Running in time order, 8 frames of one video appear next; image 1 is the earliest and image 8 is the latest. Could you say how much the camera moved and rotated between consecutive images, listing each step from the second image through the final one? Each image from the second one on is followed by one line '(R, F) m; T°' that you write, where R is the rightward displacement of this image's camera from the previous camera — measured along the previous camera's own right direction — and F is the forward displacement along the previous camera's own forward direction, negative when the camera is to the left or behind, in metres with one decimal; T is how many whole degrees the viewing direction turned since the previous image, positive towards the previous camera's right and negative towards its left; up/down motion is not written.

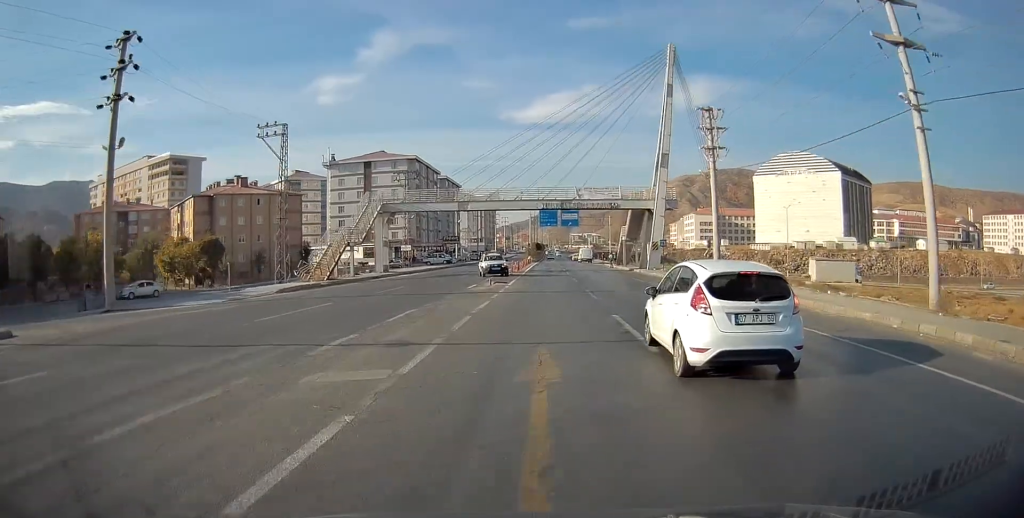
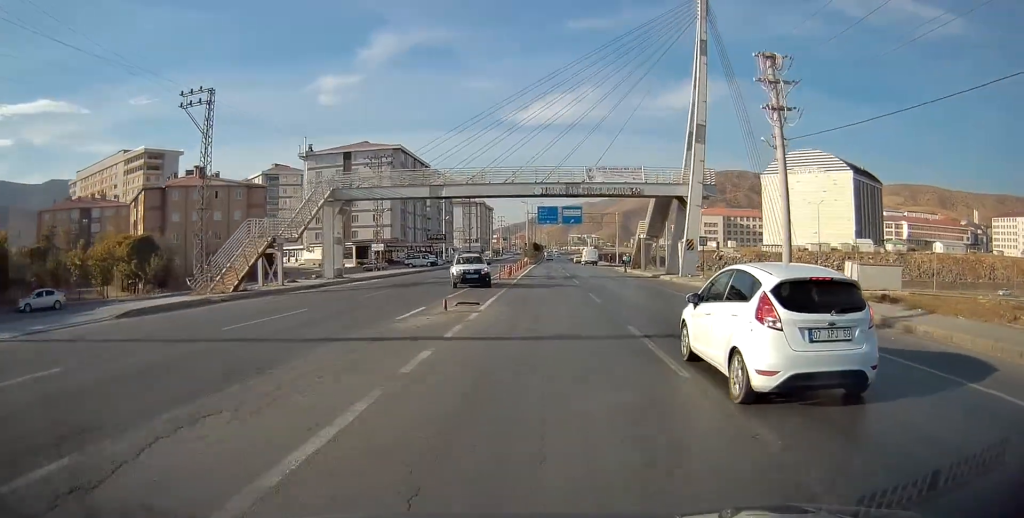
(-0.1, +12.6) m; 0°
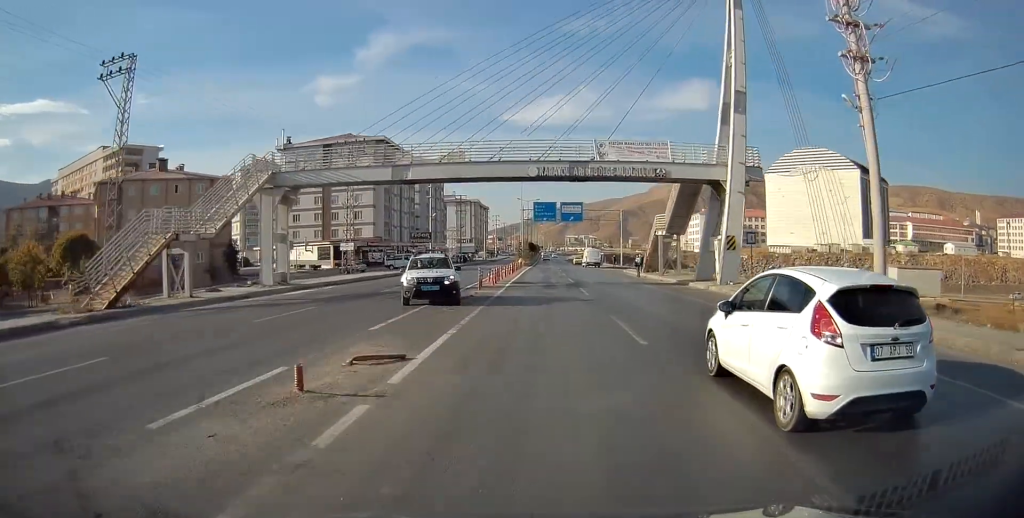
(-0.1, +9.2) m; 0°
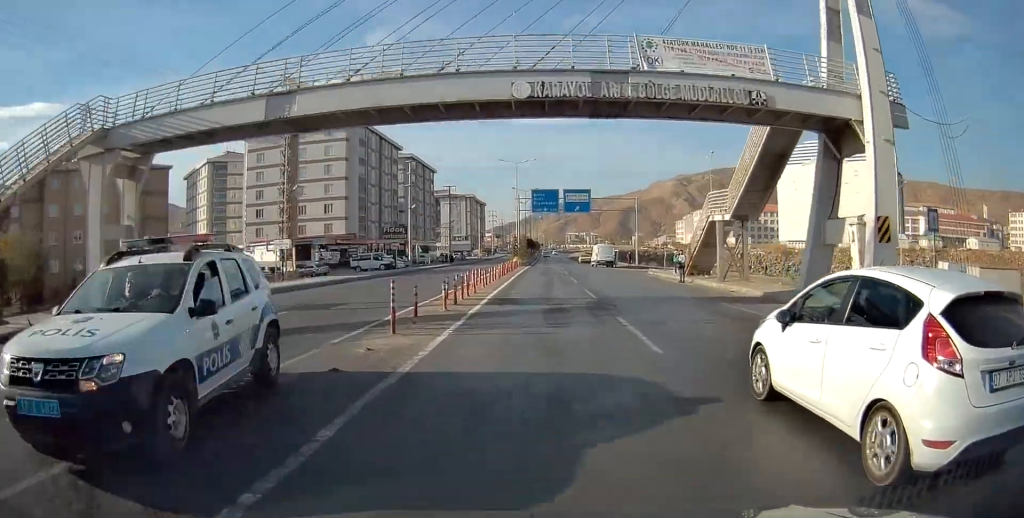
(+0.2, +14.5) m; +1°
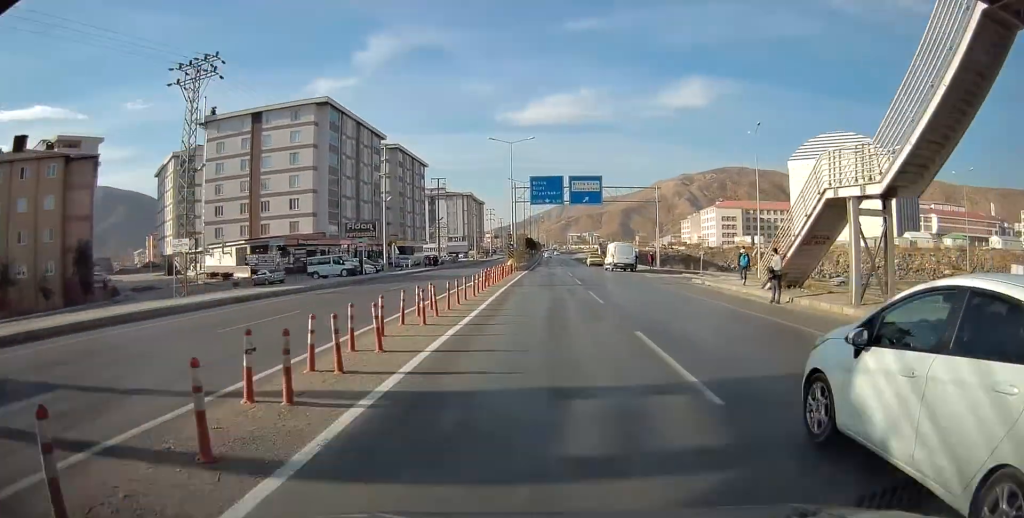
(0.0, +13.0) m; 0°
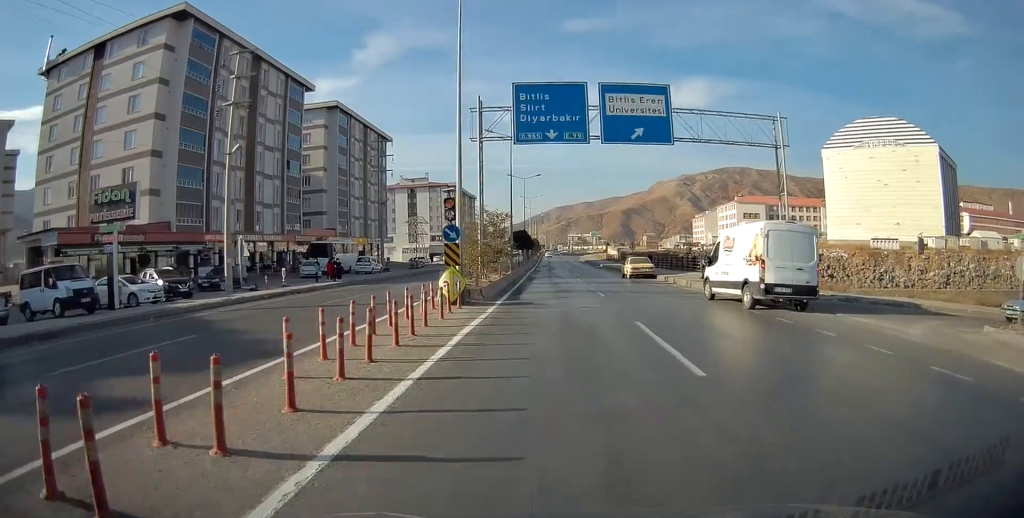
(+0.1, +33.9) m; 0°
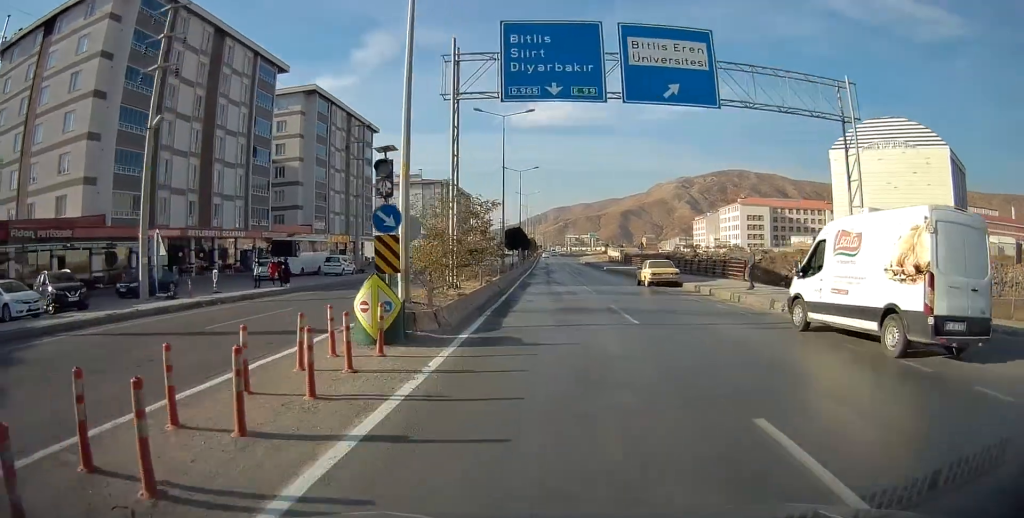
(-0.1, +7.7) m; 0°
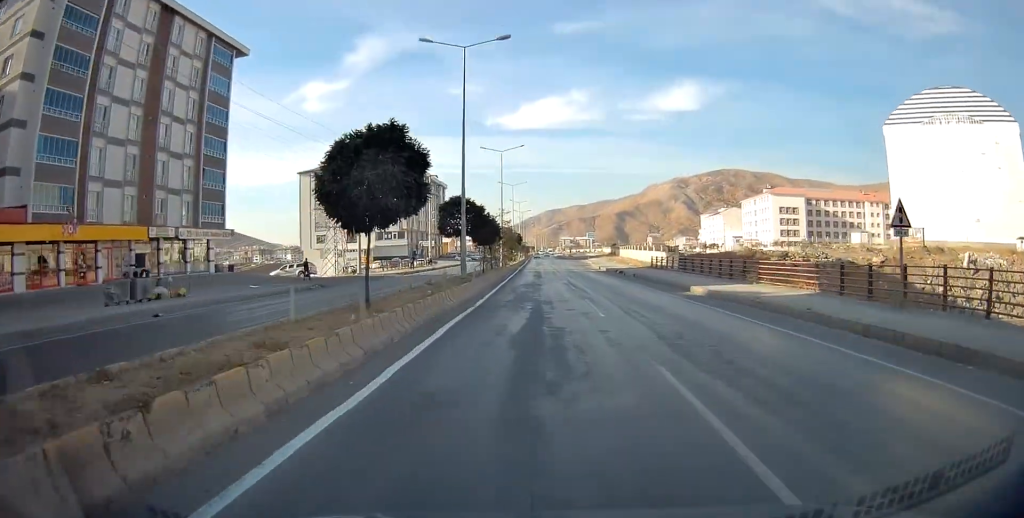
(+0.2, +44.1) m; 0°
